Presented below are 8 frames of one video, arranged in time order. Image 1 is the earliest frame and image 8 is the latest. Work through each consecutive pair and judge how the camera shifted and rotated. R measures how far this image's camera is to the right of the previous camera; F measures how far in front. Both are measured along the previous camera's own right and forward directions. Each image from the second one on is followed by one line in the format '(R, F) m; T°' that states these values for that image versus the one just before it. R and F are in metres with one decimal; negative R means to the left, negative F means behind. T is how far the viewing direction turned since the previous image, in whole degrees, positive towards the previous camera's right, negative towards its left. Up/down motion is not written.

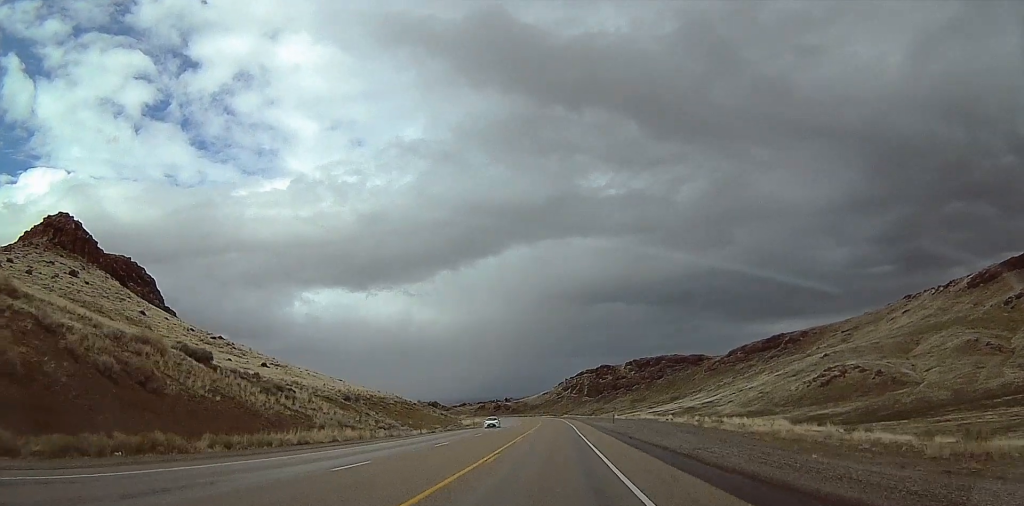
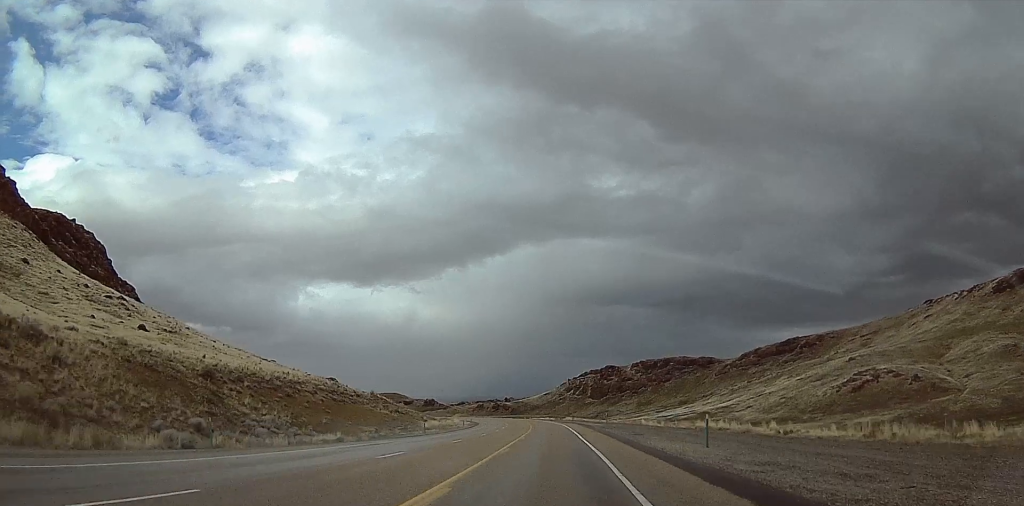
(0.0, +40.7) m; 0°
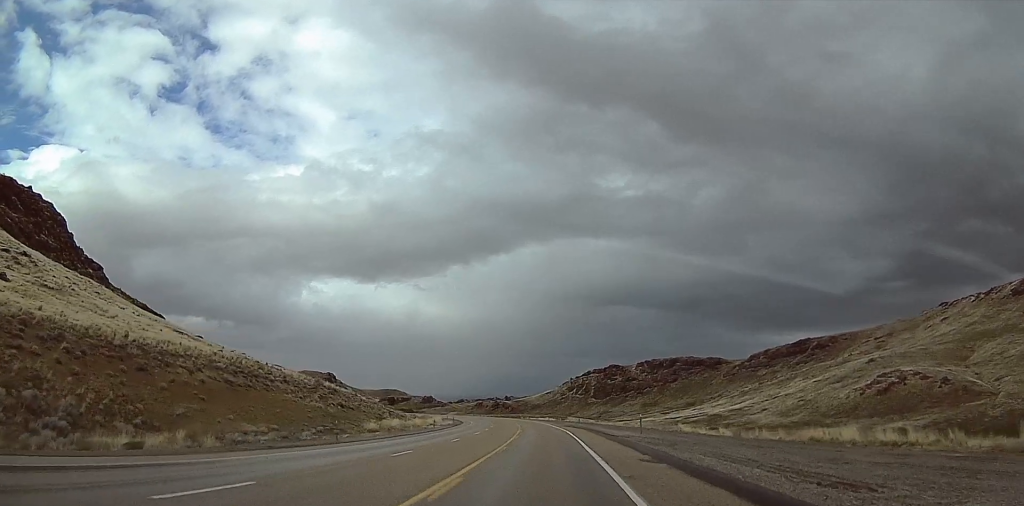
(0.0, +27.8) m; 0°
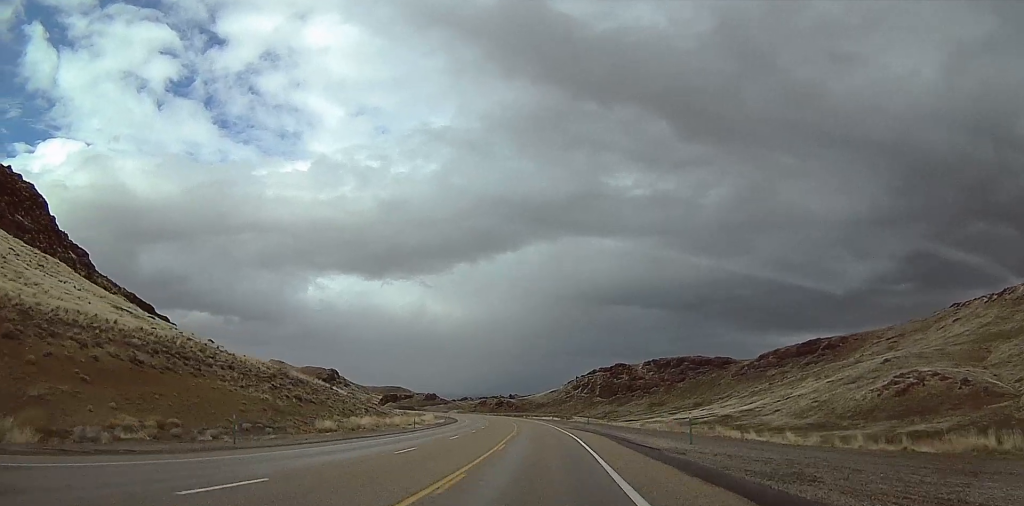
(0.0, +14.4) m; 0°
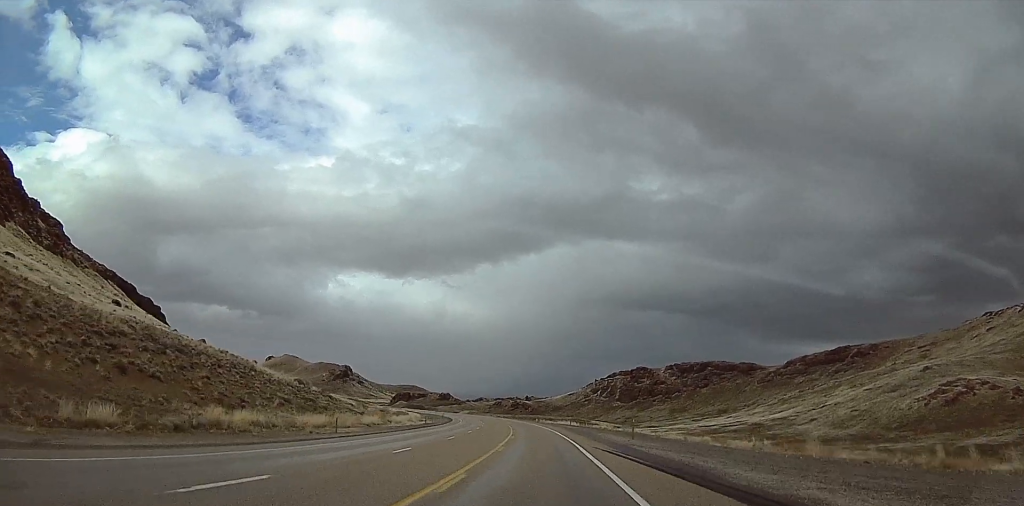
(0.0, +30.6) m; 0°
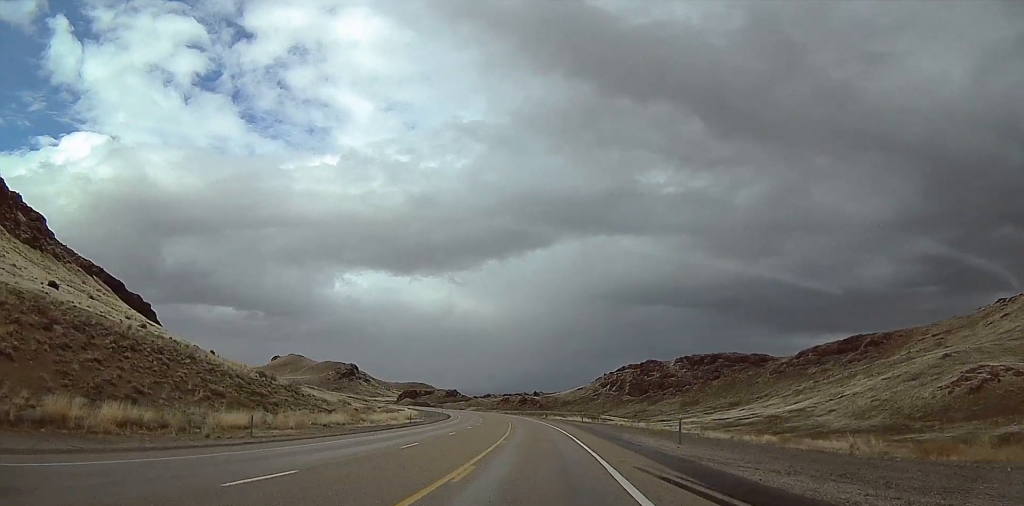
(0.0, +13.7) m; 0°
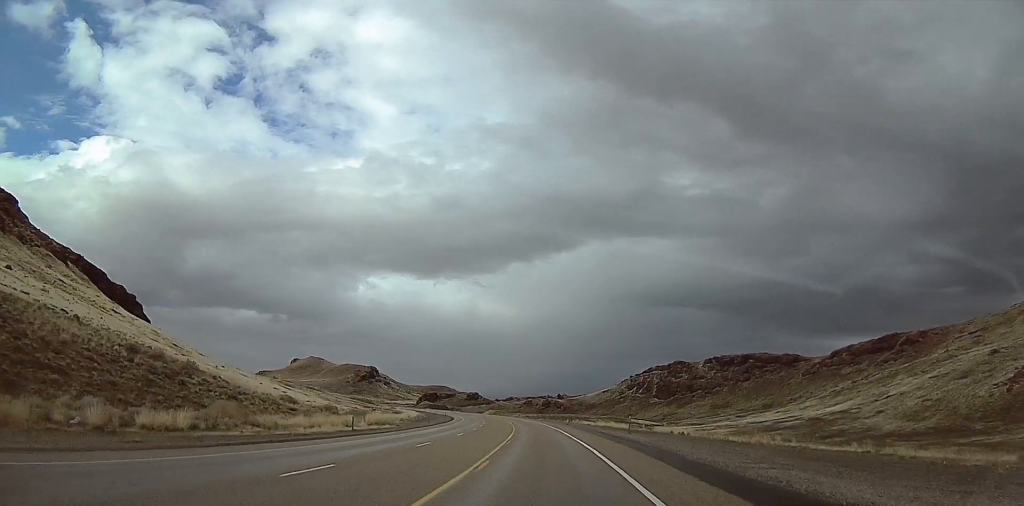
(0.0, +28.1) m; 0°
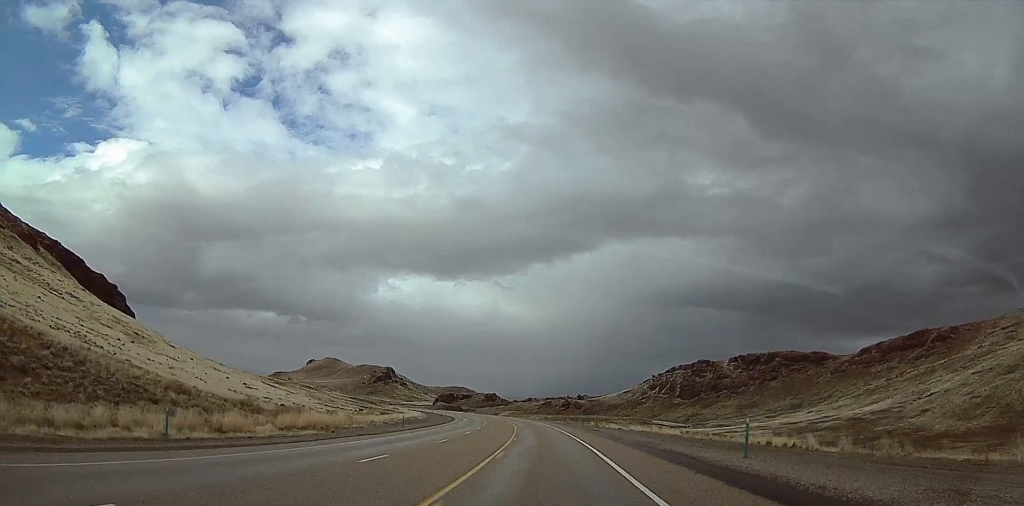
(0.0, +24.9) m; -3°
